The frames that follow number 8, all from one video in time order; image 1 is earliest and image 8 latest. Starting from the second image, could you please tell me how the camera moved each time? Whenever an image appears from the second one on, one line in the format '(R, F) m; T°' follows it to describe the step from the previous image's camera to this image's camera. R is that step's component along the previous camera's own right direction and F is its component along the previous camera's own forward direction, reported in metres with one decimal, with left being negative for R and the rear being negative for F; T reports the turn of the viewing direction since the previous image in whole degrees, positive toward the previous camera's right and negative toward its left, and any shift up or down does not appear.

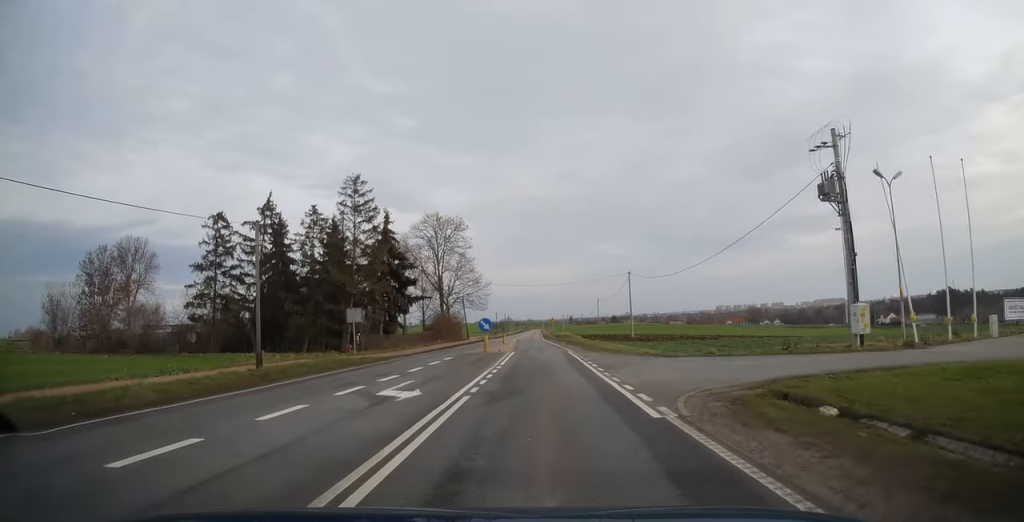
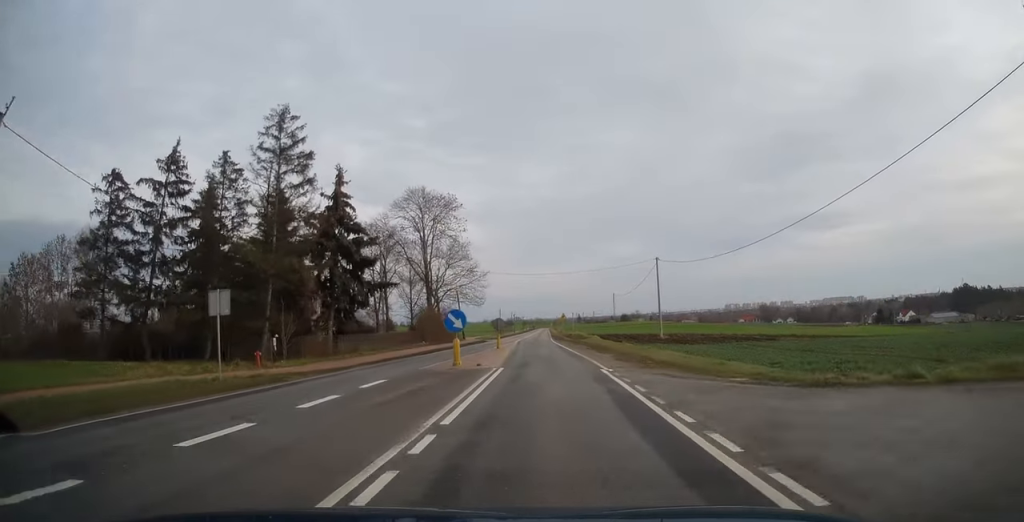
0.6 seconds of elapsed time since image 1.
(-0.4, +14.3) m; -1°
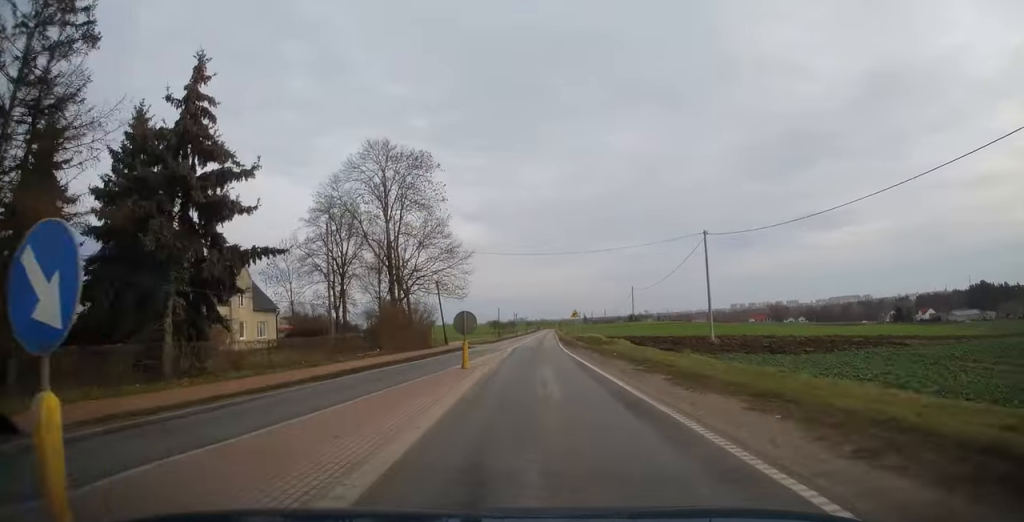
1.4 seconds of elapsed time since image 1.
(-0.2, +18.0) m; -1°
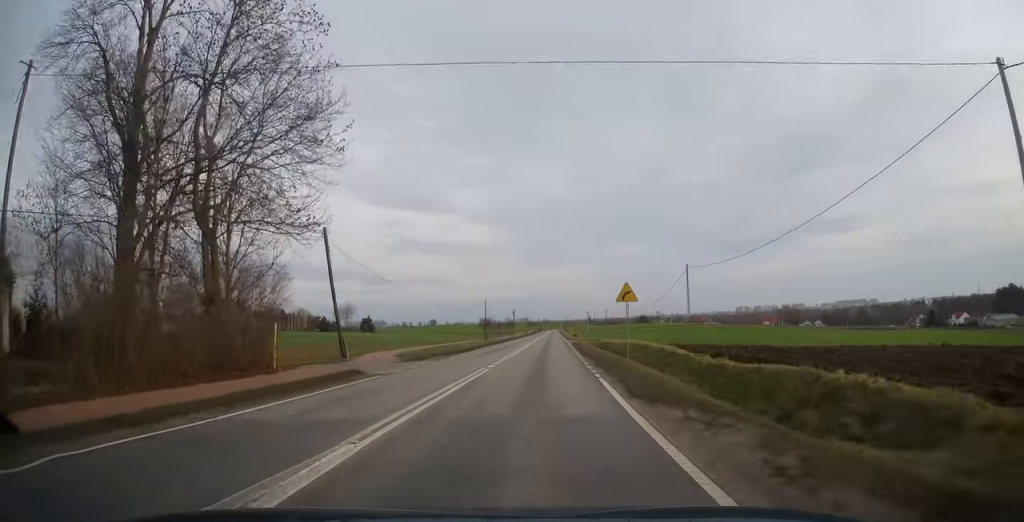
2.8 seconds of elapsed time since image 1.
(-0.4, +33.3) m; -1°
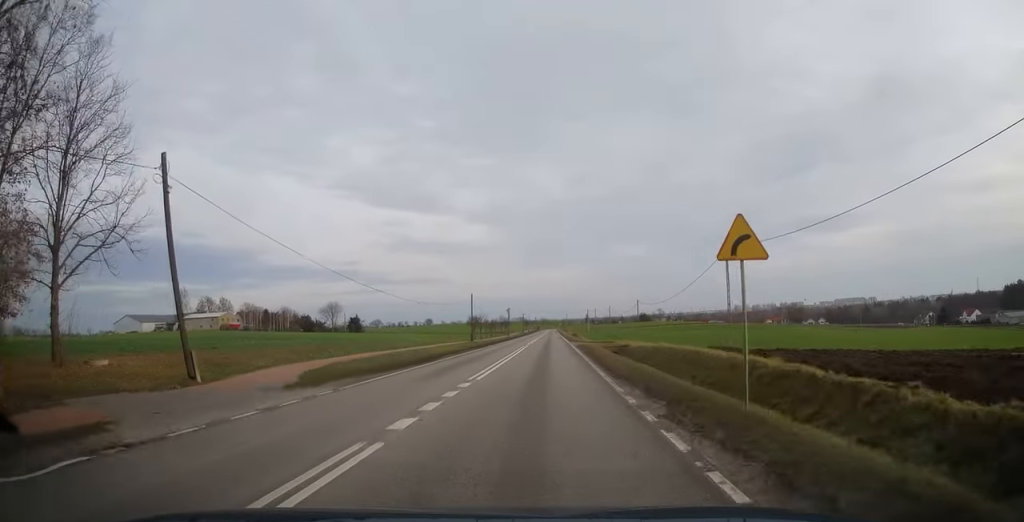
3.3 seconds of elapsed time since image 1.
(0.0, +13.6) m; 0°
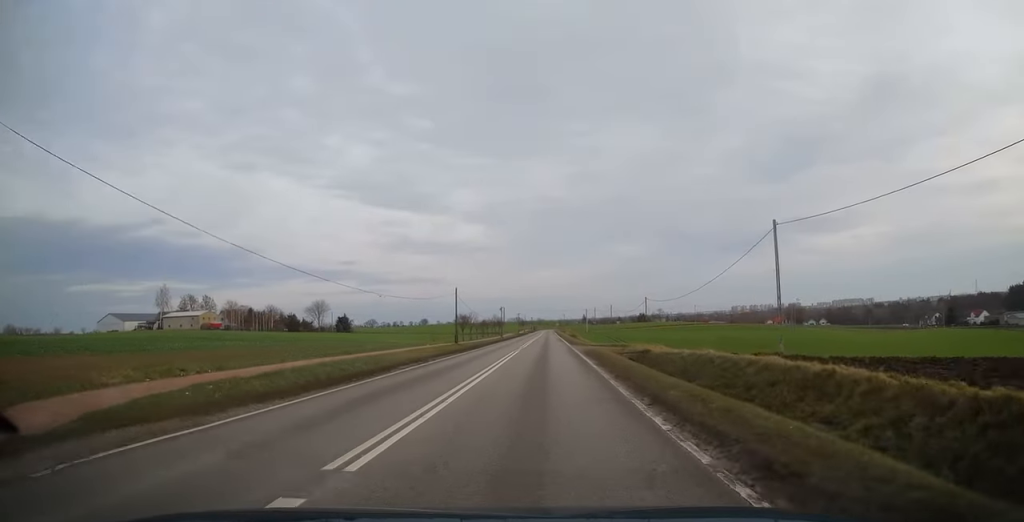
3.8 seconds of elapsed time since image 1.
(0.0, +10.5) m; 0°
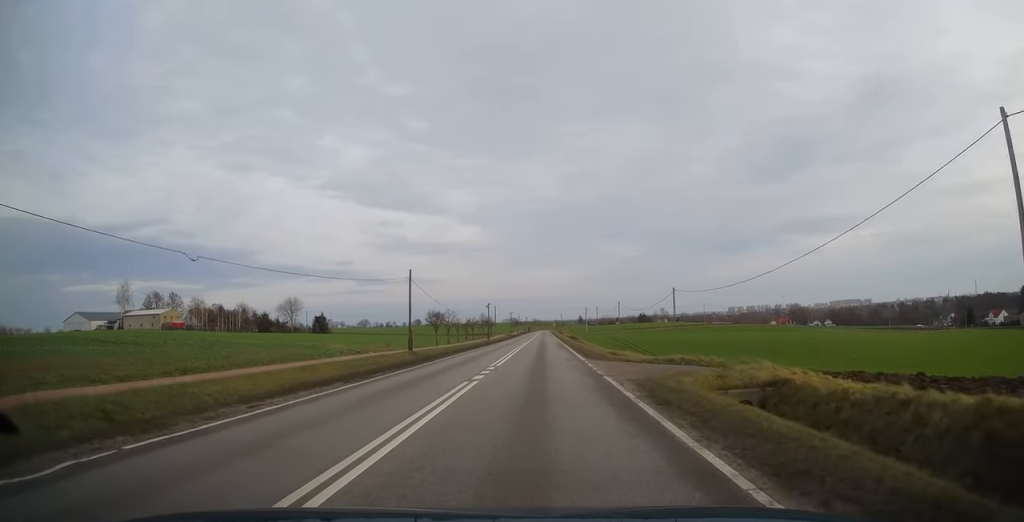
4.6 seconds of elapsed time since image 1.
(+0.1, +20.3) m; 0°
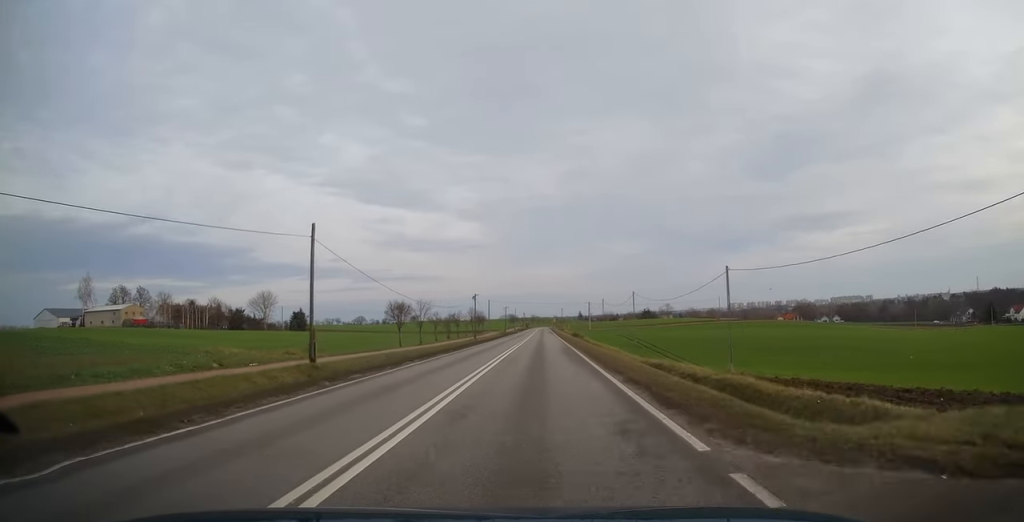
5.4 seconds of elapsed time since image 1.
(0.0, +18.9) m; 0°
